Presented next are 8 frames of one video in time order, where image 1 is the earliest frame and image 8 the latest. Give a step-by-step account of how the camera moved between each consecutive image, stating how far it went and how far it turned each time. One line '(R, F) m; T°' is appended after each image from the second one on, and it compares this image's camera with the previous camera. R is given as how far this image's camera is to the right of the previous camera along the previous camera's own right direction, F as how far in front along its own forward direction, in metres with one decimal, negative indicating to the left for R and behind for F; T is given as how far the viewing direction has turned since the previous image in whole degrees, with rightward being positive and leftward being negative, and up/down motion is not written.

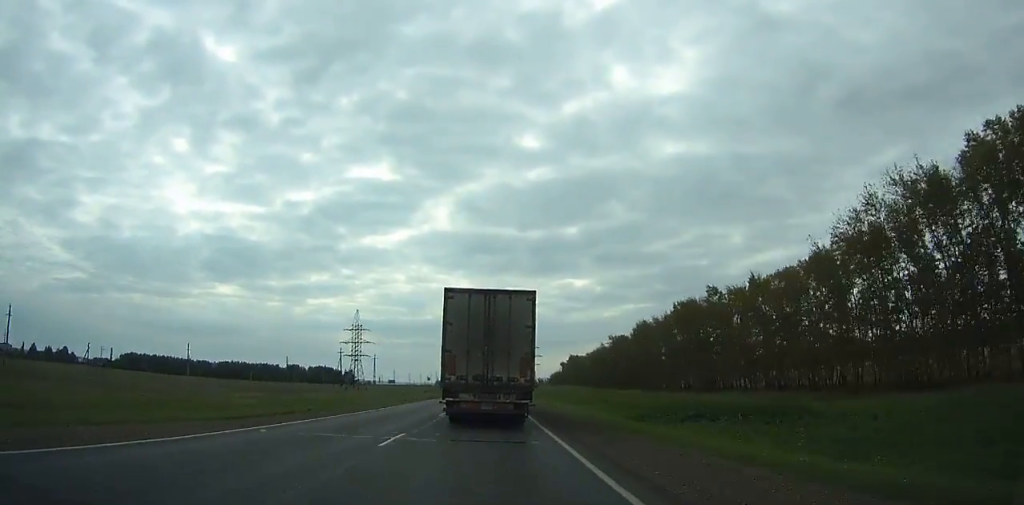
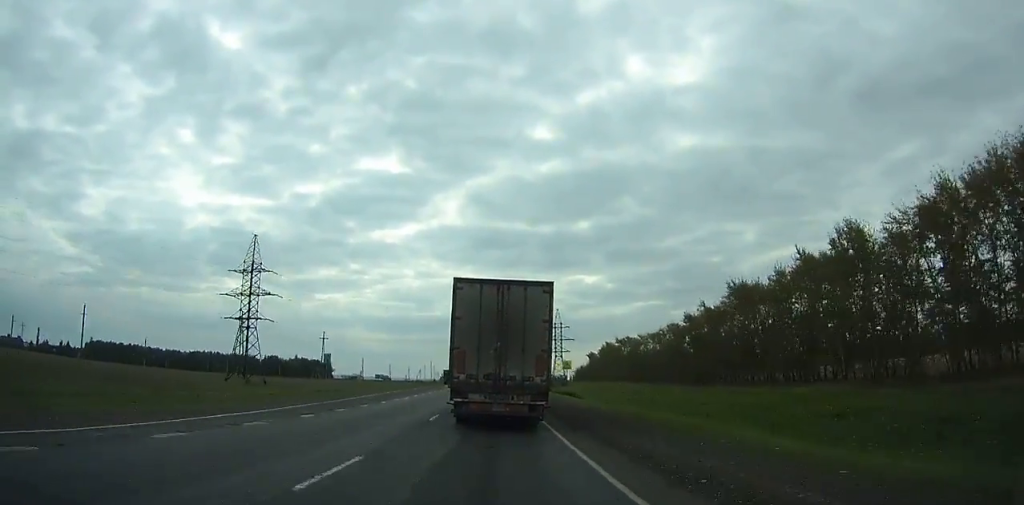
(+0.1, +88.5) m; 0°
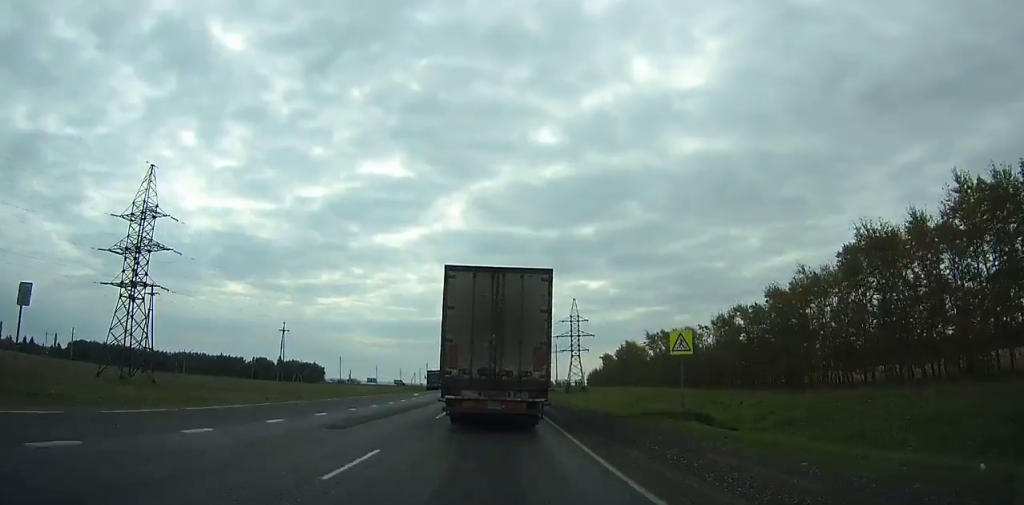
(-0.1, +35.2) m; 0°
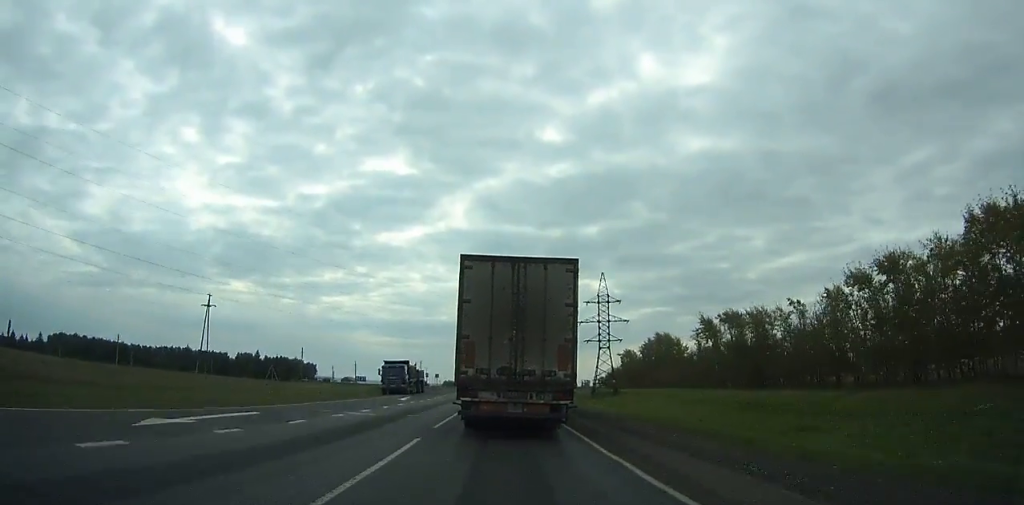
(-0.2, +39.5) m; 0°
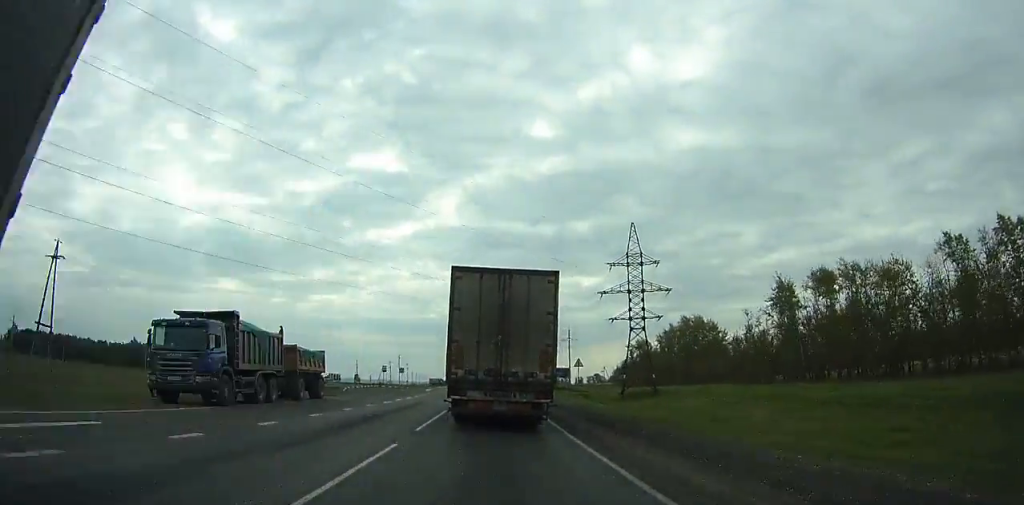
(0.0, +38.7) m; 0°
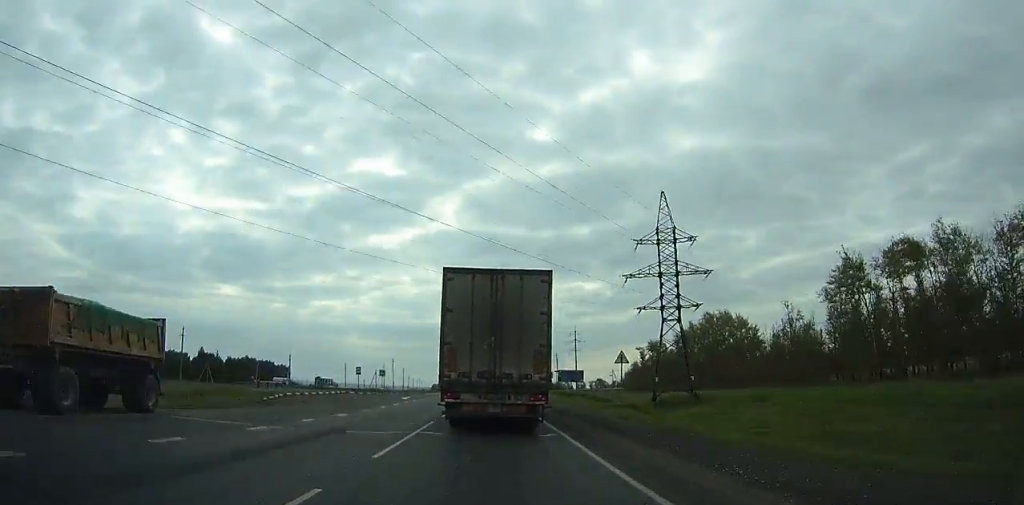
(0.0, +16.0) m; 0°
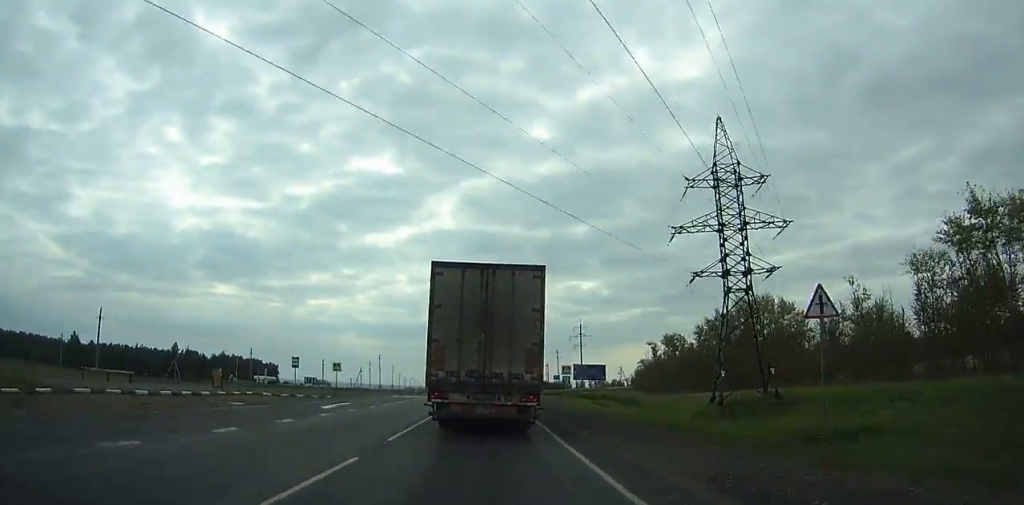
(0.0, +20.5) m; 0°
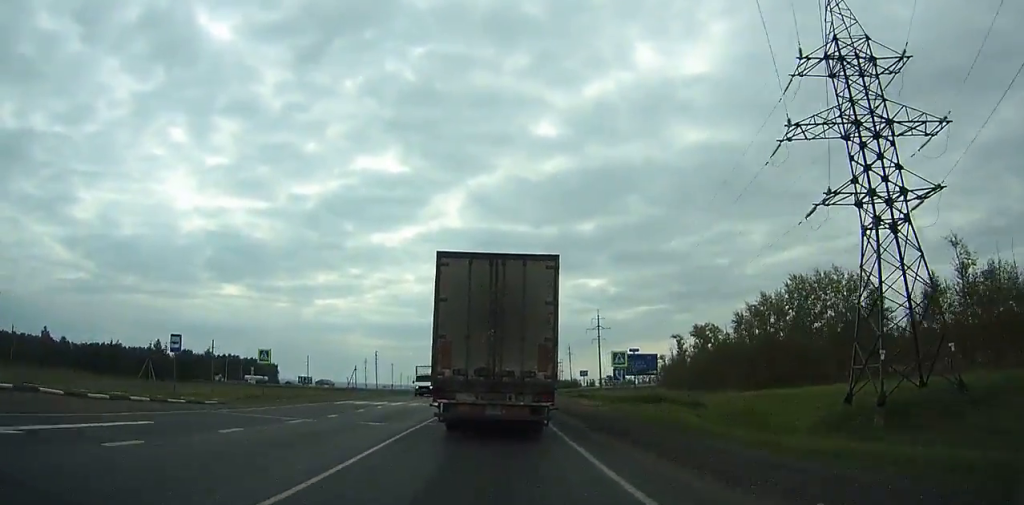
(0.0, +19.7) m; 0°
